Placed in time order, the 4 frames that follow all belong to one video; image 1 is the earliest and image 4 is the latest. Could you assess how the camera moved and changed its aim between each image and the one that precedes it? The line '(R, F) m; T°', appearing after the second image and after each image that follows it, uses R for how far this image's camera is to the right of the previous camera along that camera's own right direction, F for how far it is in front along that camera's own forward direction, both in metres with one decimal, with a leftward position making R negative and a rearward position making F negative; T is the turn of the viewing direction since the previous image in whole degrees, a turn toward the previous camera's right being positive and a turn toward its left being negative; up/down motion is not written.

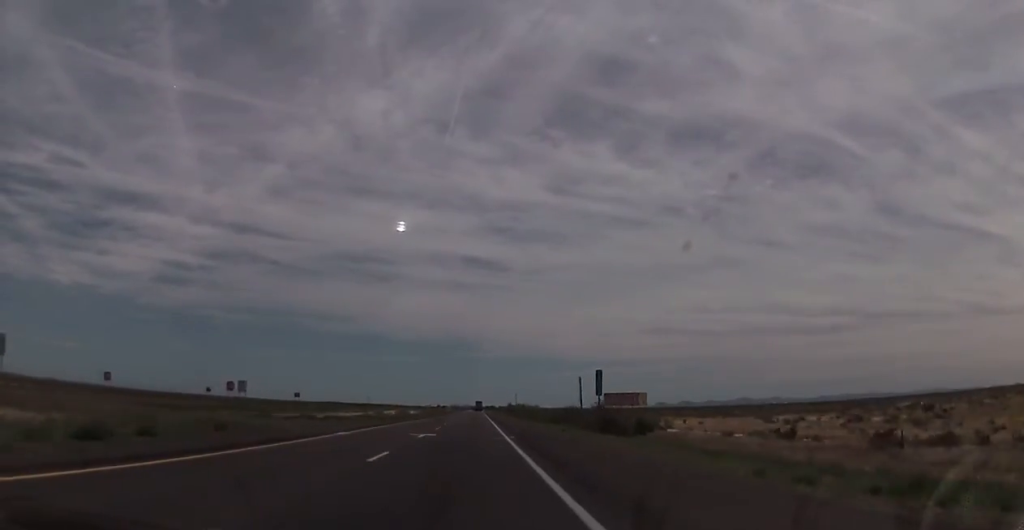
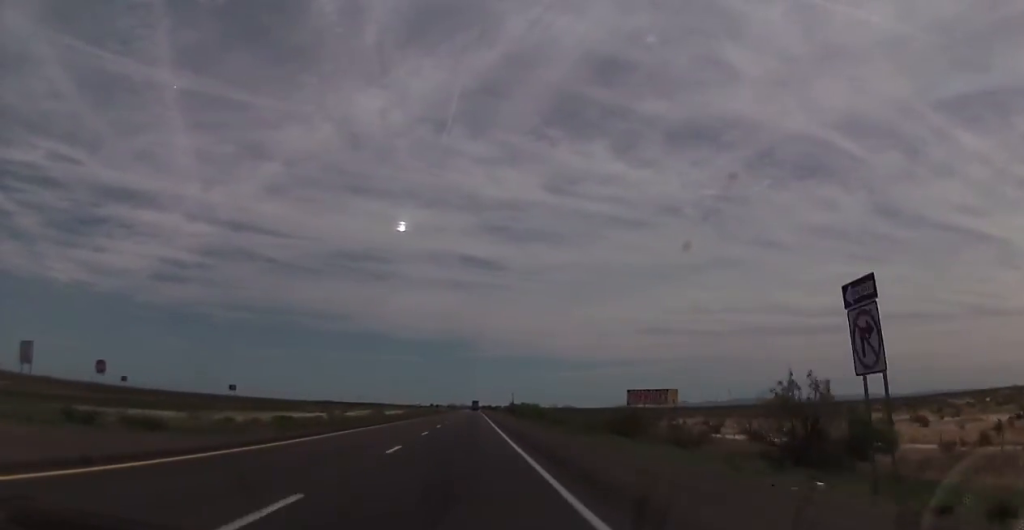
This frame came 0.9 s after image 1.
(-0.3, +33.6) m; 0°
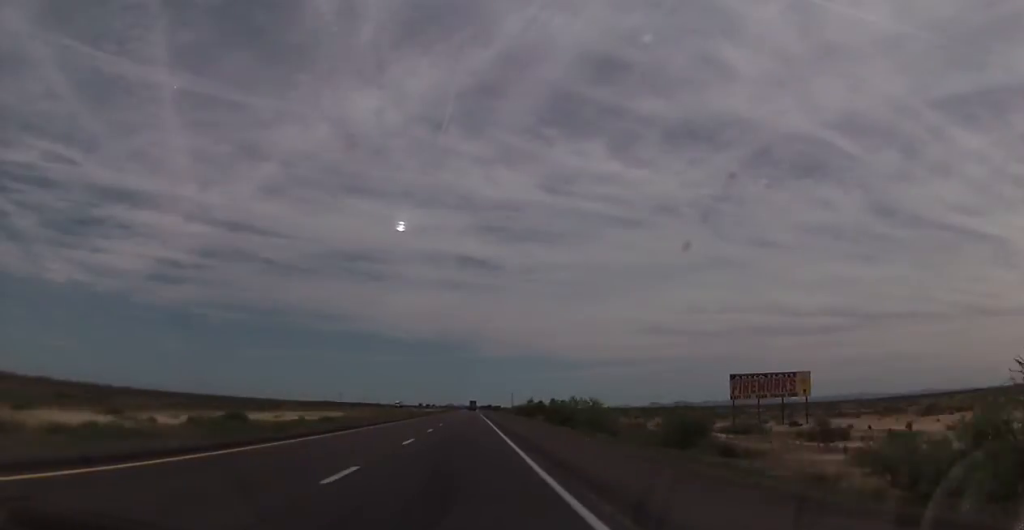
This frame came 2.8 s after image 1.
(+0.4, +68.2) m; +1°
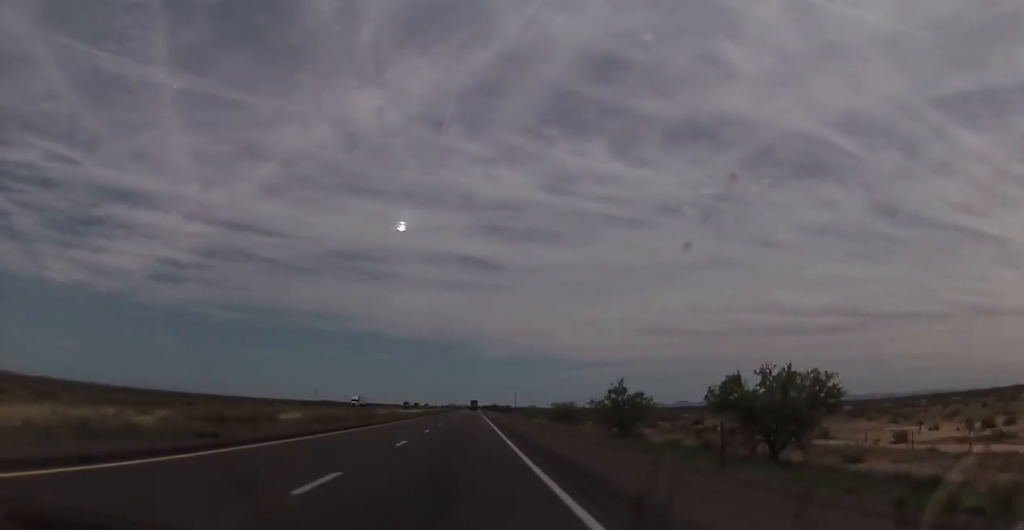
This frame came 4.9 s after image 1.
(+0.3, +73.8) m; 0°
